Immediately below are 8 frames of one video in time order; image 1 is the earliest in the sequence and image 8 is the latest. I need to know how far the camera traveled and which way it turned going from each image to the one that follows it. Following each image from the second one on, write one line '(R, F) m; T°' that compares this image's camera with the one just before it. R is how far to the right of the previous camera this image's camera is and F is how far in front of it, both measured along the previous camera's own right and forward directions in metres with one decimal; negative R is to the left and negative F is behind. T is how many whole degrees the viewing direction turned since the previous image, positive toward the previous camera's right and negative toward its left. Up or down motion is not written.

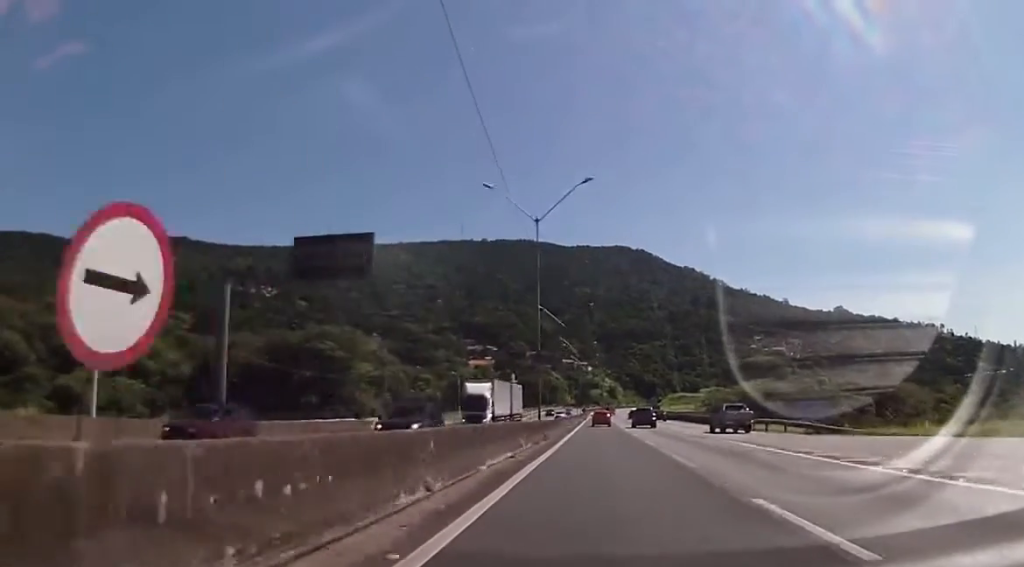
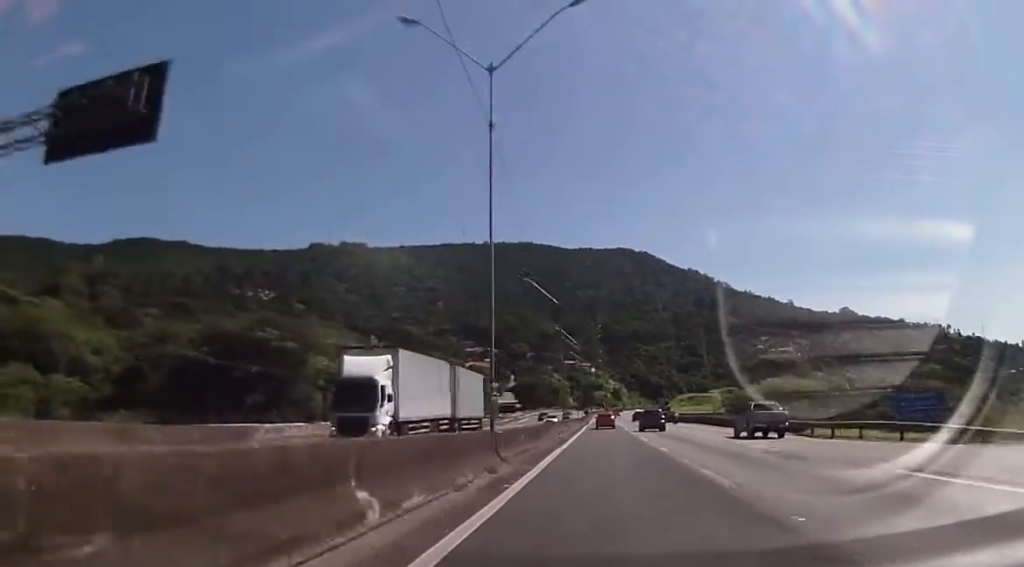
(0.0, +17.5) m; 0°
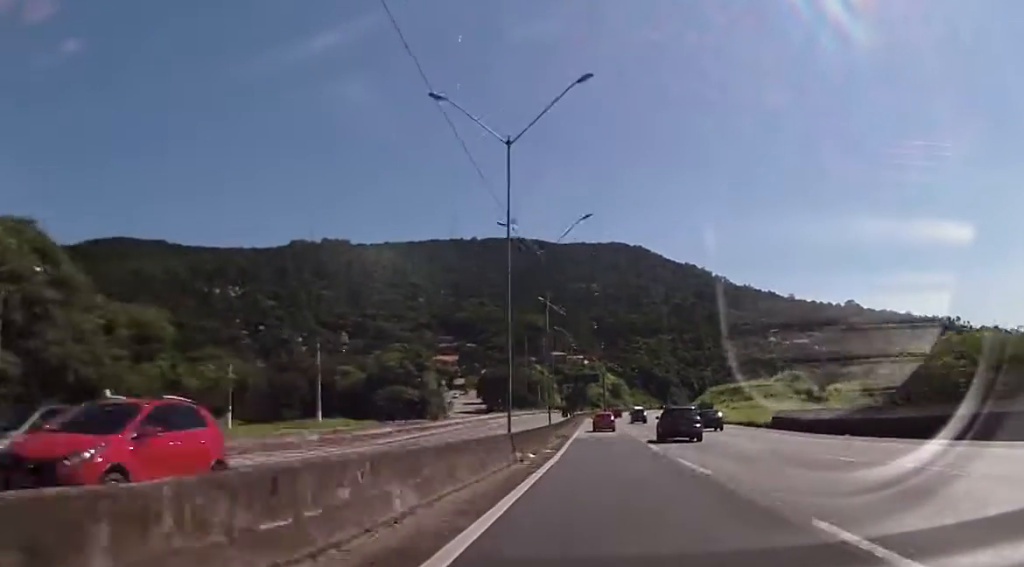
(0.0, +69.7) m; 0°
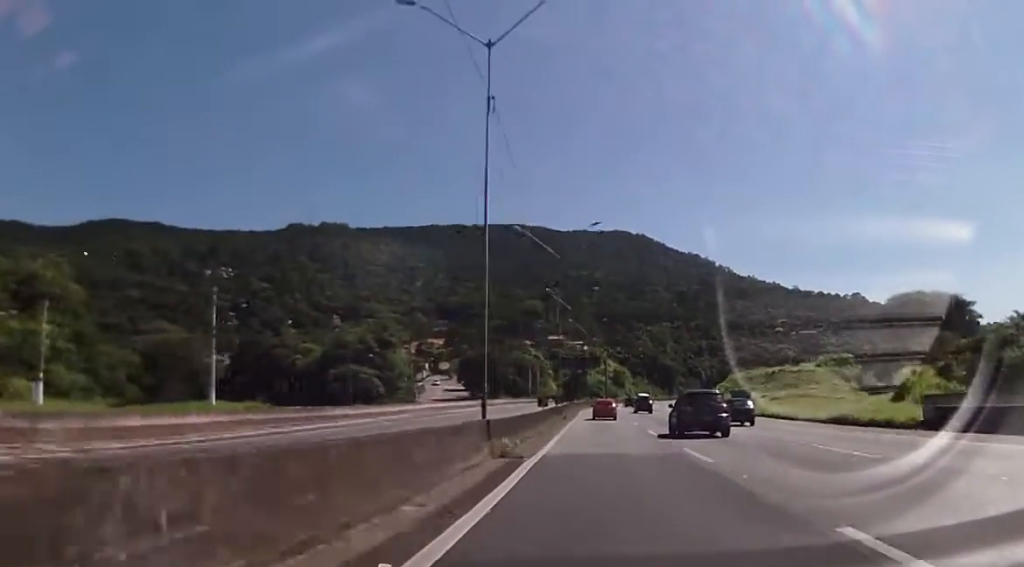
(0.0, +25.6) m; 0°
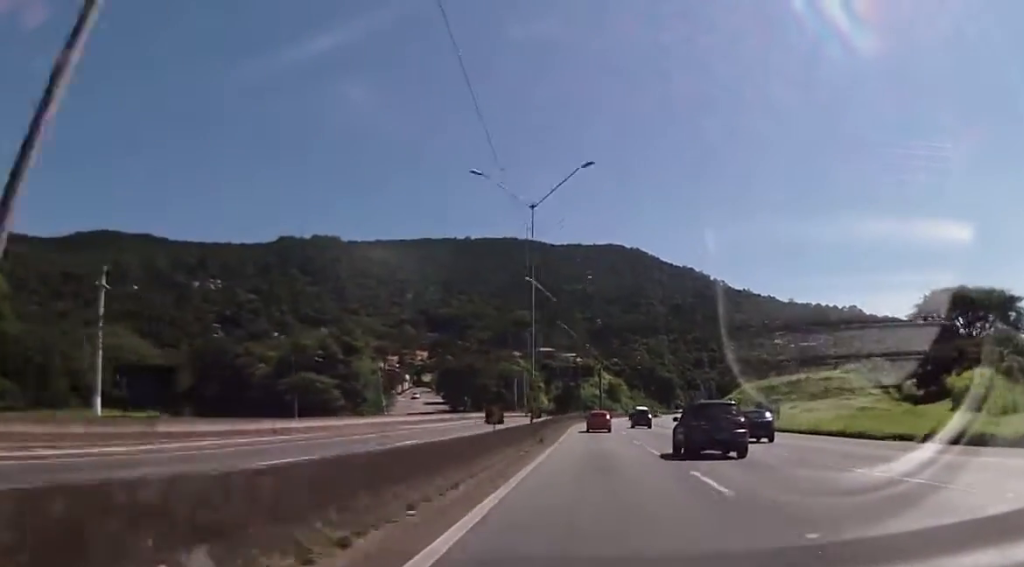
(-0.1, +15.6) m; +1°
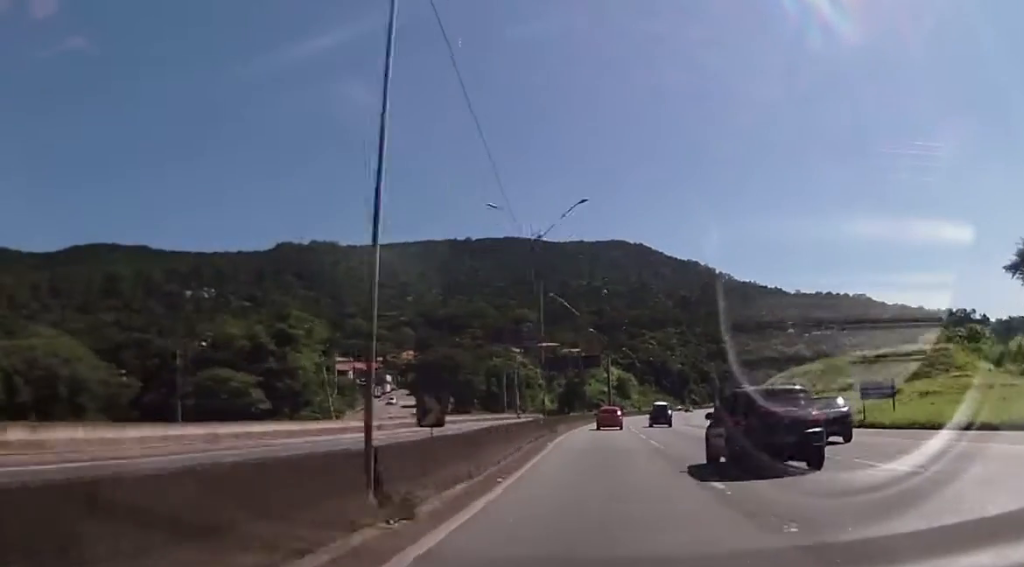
(+0.3, +24.8) m; 0°
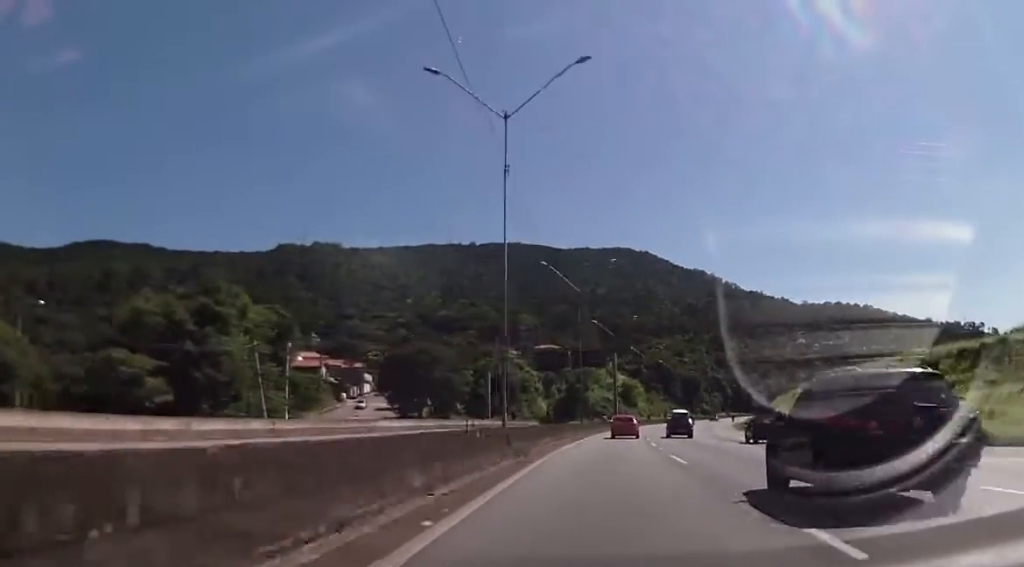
(0.0, +18.7) m; 0°
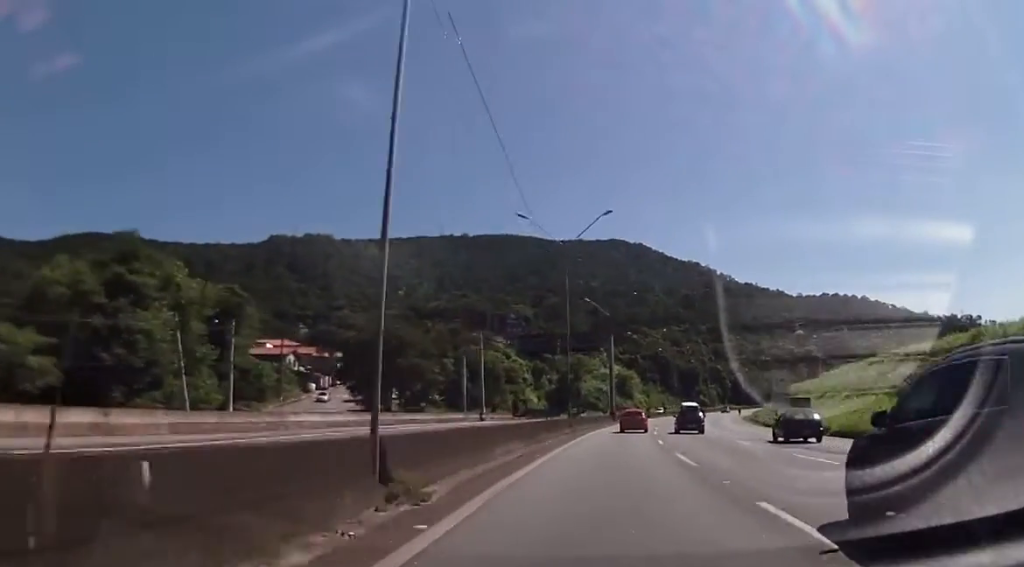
(-0.1, +12.9) m; 0°
